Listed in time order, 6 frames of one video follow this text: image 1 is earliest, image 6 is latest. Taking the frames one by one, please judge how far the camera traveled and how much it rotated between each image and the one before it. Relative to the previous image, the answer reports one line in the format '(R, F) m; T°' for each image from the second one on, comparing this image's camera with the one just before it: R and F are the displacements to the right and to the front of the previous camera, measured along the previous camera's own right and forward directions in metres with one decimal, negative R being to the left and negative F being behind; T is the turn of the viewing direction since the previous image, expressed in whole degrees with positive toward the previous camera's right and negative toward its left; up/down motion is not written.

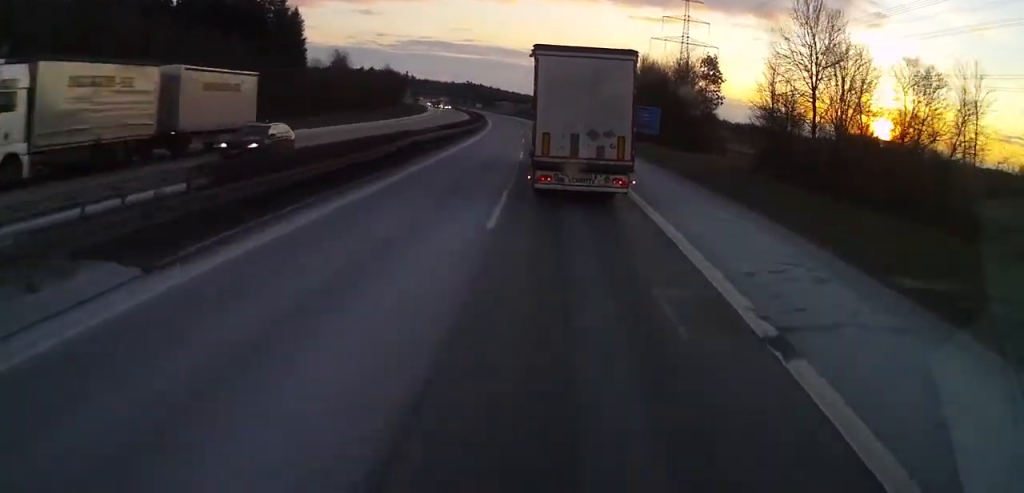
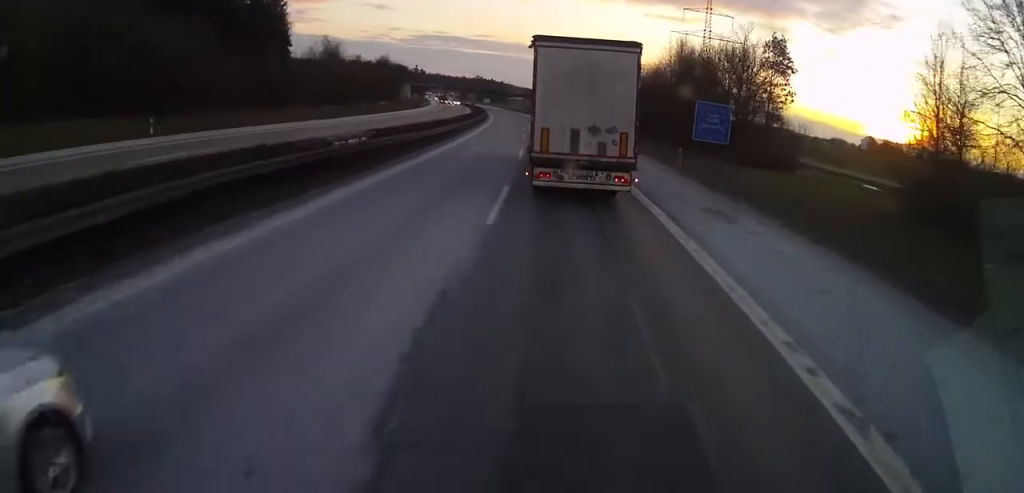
(0.0, +18.5) m; 0°
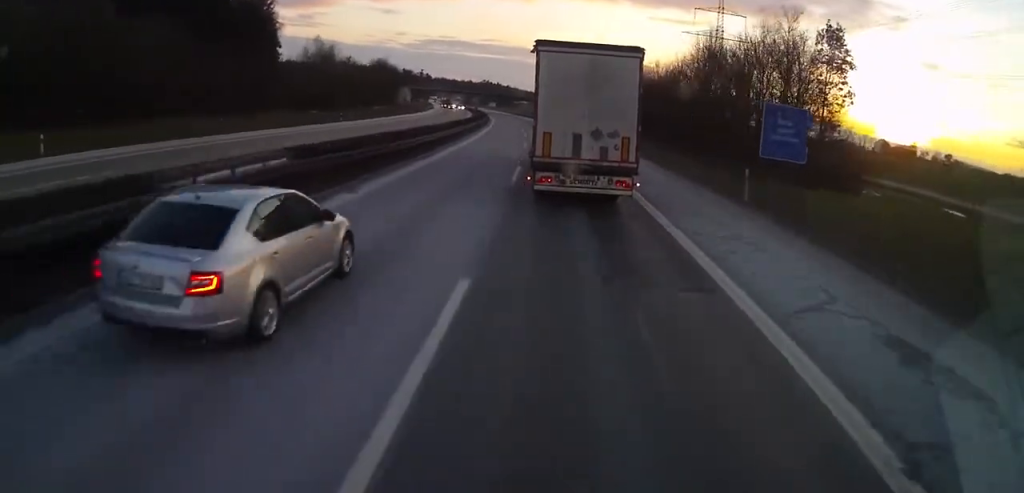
(0.0, +10.6) m; 0°
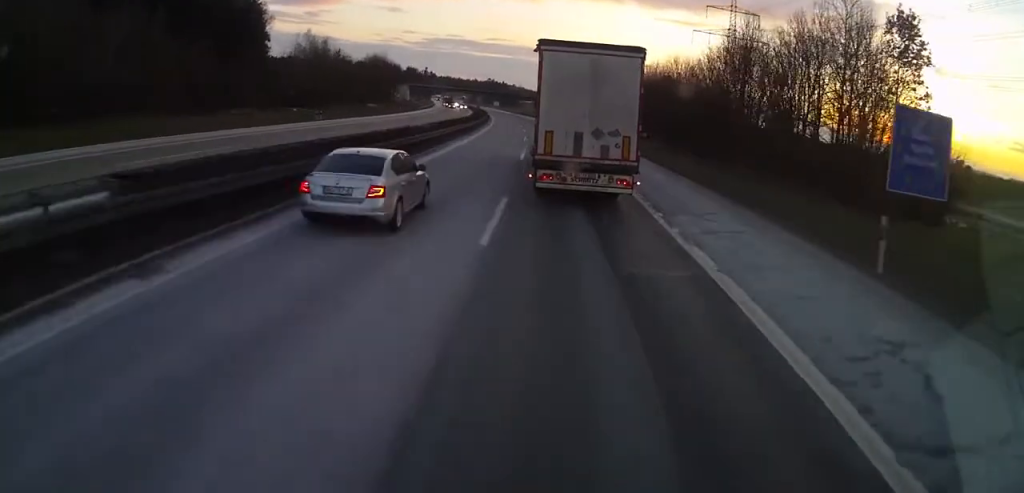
(0.0, +9.9) m; 0°
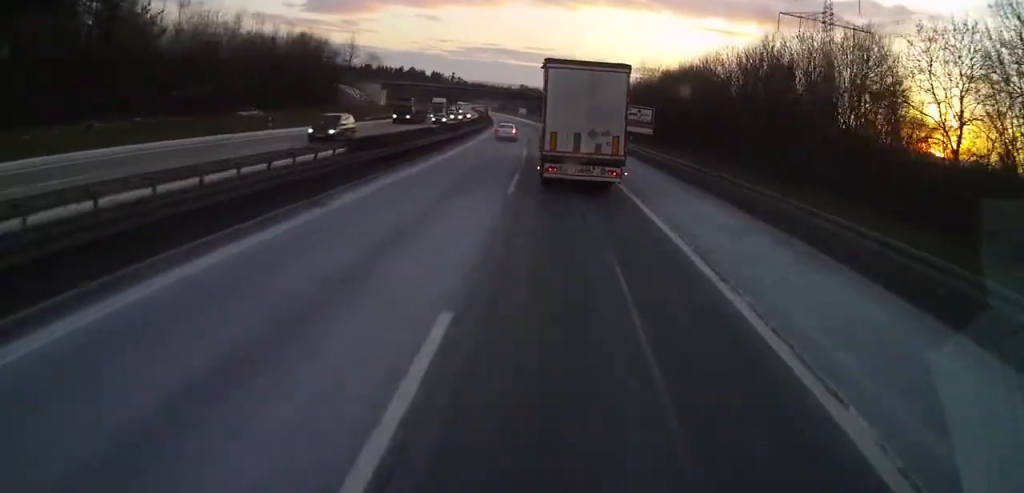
(0.0, +65.6) m; 0°
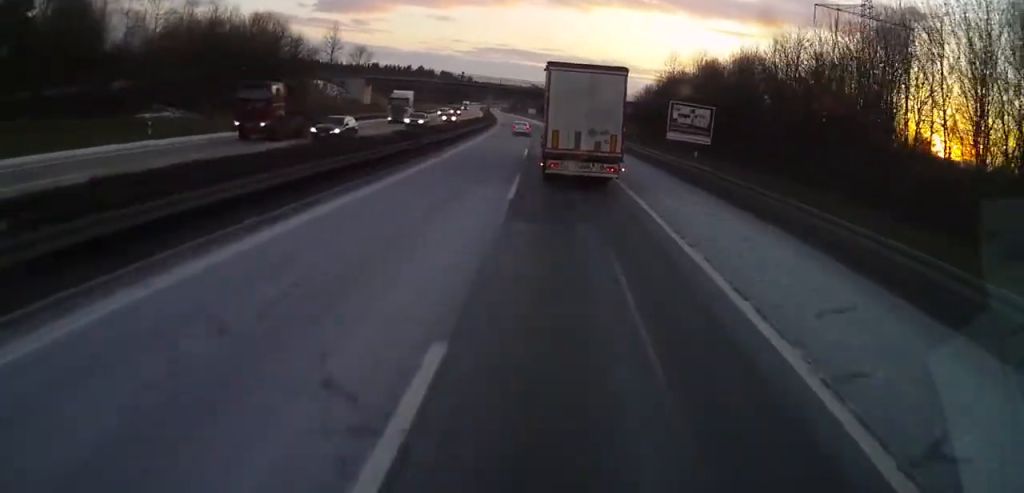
(0.0, +18.8) m; 0°
